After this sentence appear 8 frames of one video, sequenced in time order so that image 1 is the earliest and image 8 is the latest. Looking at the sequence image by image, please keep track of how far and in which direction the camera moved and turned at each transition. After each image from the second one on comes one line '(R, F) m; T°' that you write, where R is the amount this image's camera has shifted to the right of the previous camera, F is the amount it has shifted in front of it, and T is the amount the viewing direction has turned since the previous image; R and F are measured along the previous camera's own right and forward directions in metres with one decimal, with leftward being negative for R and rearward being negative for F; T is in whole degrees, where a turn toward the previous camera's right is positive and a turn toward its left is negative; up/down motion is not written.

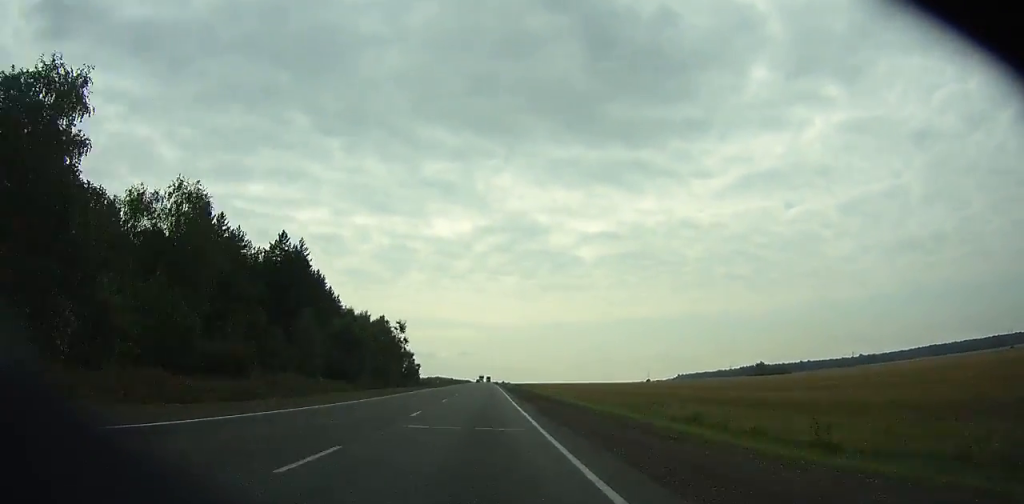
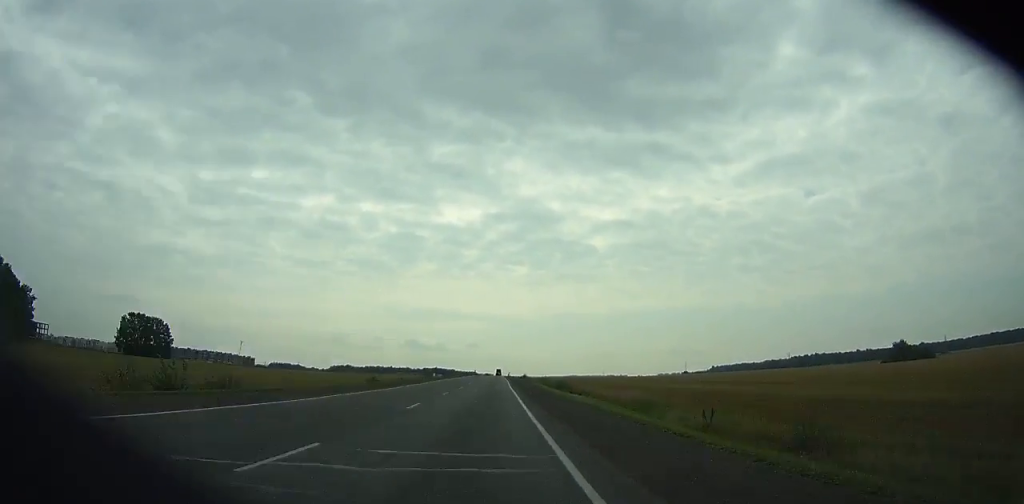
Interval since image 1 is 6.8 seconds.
(-1.1, +195.3) m; -1°
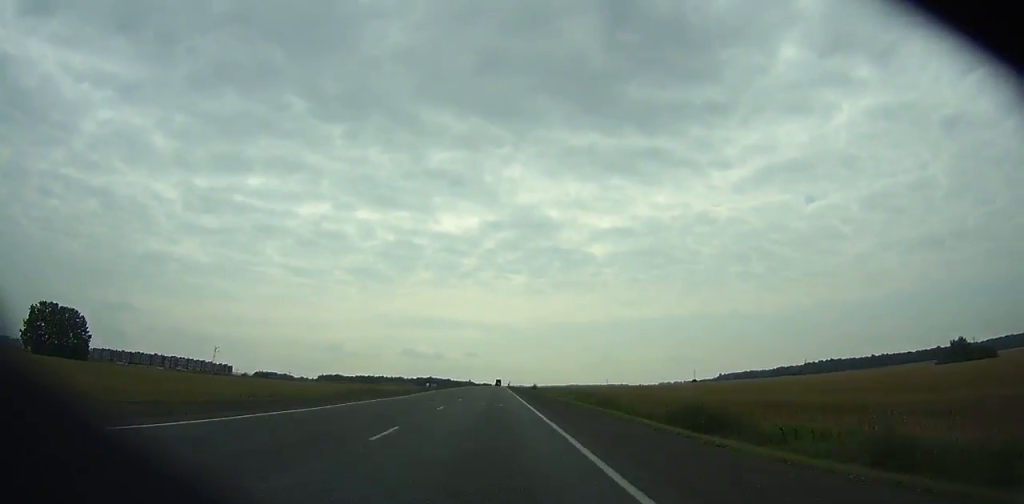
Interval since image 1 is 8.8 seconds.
(-0.2, +56.9) m; 0°
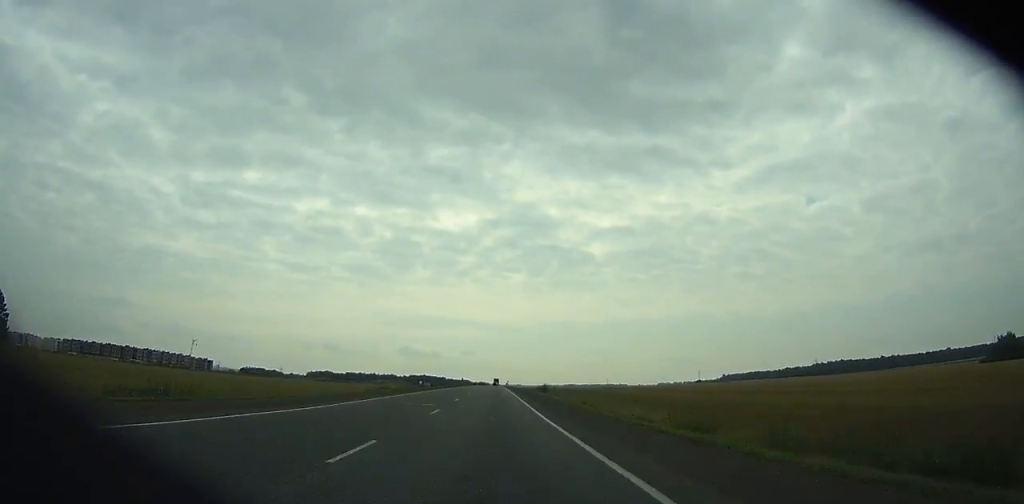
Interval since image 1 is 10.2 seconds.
(-0.1, +39.6) m; 0°
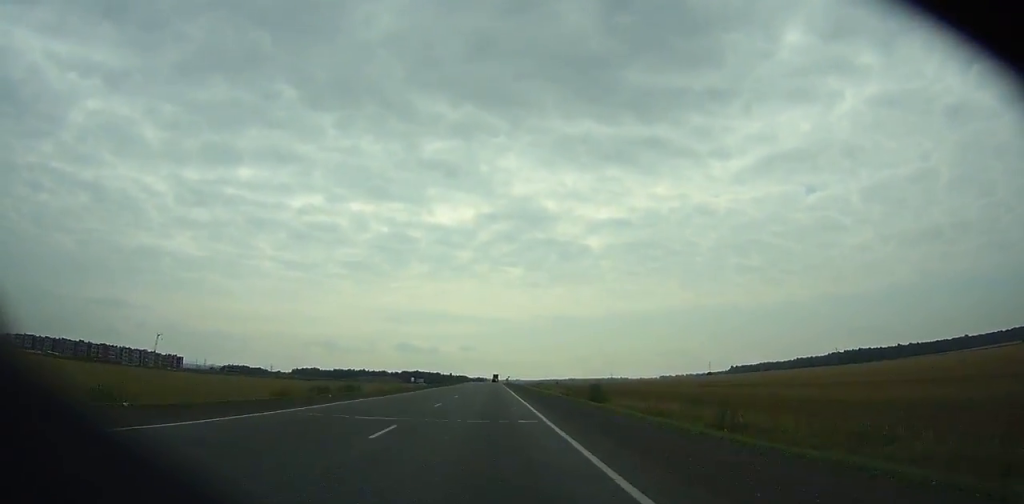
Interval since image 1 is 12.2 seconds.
(+0.2, +56.0) m; 0°
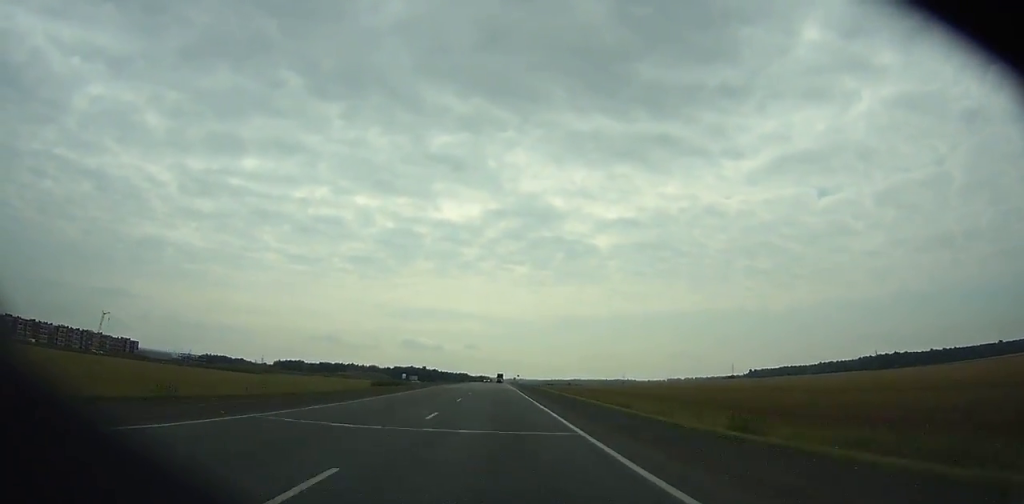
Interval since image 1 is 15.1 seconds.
(-0.1, +79.6) m; 0°
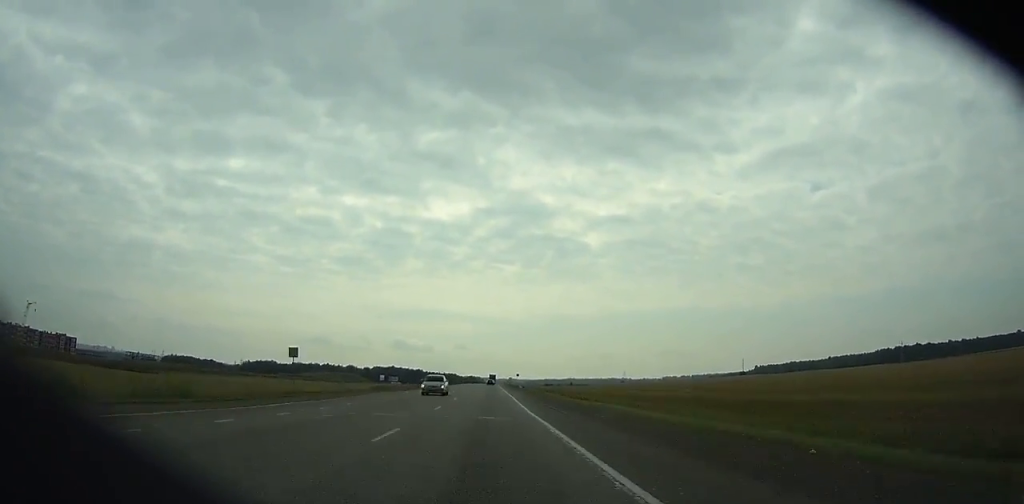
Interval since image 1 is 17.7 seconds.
(+0.3, +69.3) m; 0°
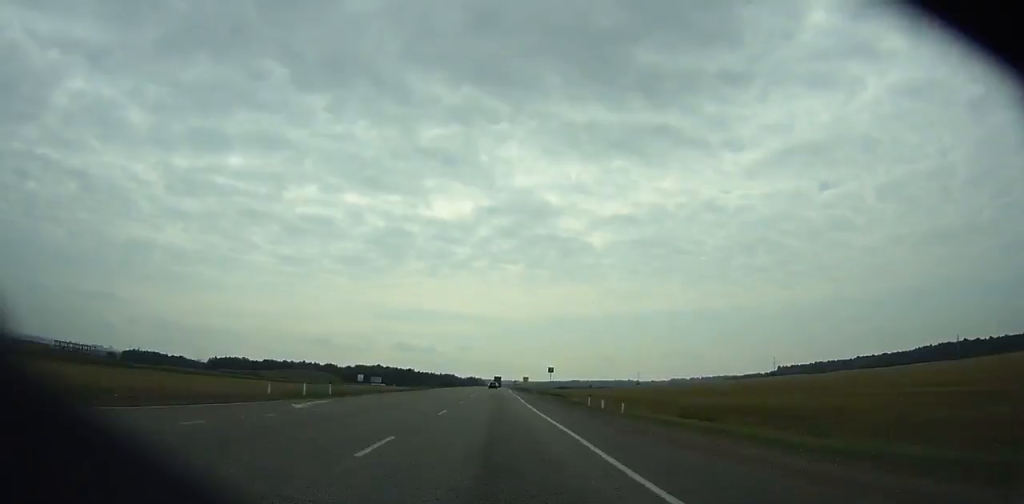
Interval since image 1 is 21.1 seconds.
(+0.2, +87.5) m; 0°
